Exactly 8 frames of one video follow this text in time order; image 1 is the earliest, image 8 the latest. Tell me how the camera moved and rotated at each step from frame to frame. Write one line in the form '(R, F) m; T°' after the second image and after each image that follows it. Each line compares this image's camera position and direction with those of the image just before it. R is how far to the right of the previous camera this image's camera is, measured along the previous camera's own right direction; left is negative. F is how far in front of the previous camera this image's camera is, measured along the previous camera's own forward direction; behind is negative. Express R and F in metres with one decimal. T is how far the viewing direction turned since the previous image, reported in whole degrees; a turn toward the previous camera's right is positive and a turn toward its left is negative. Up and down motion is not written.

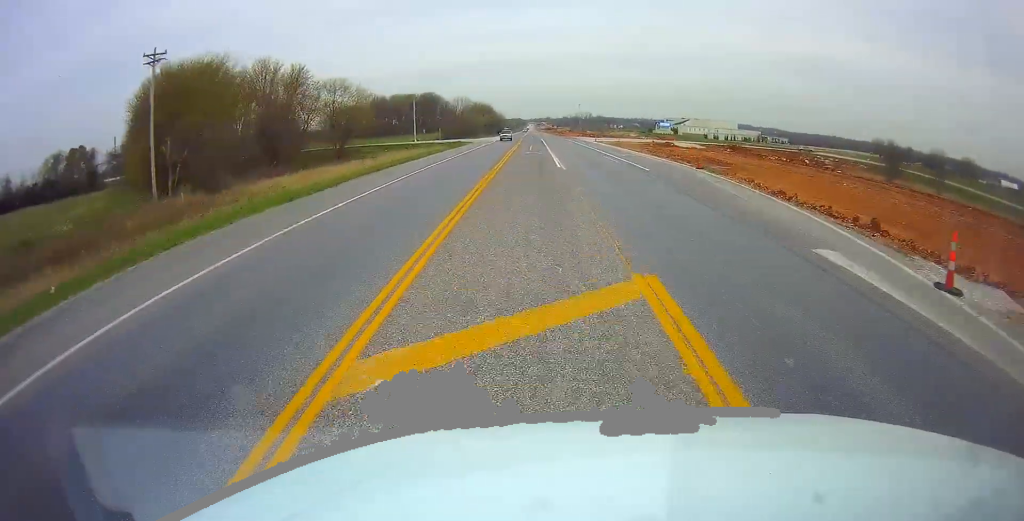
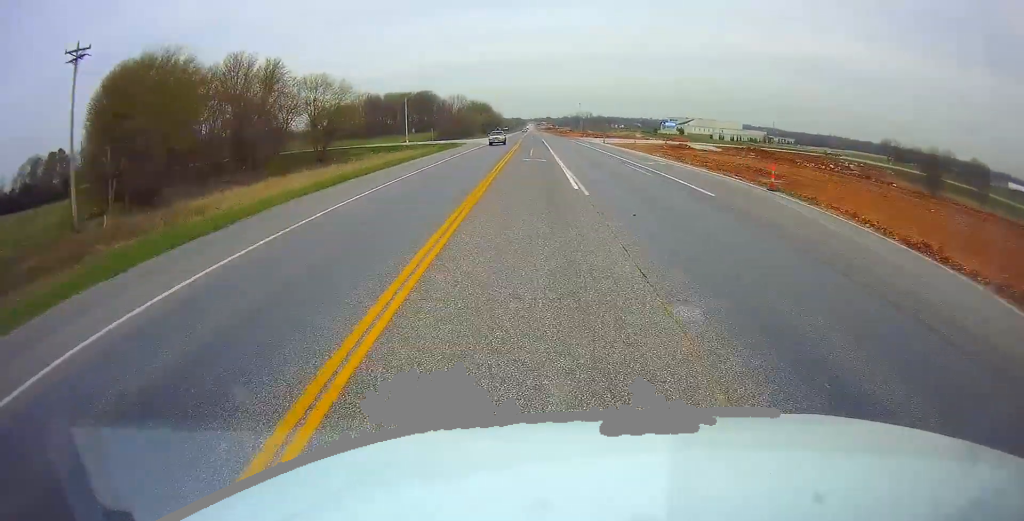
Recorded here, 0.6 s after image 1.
(0.0, +11.5) m; 0°
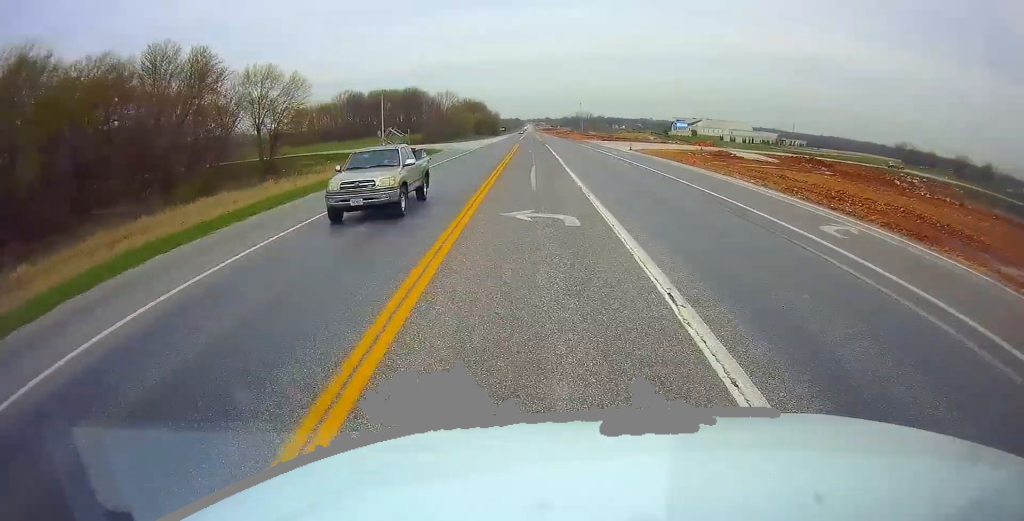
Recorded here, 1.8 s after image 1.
(-0.3, +24.1) m; 0°
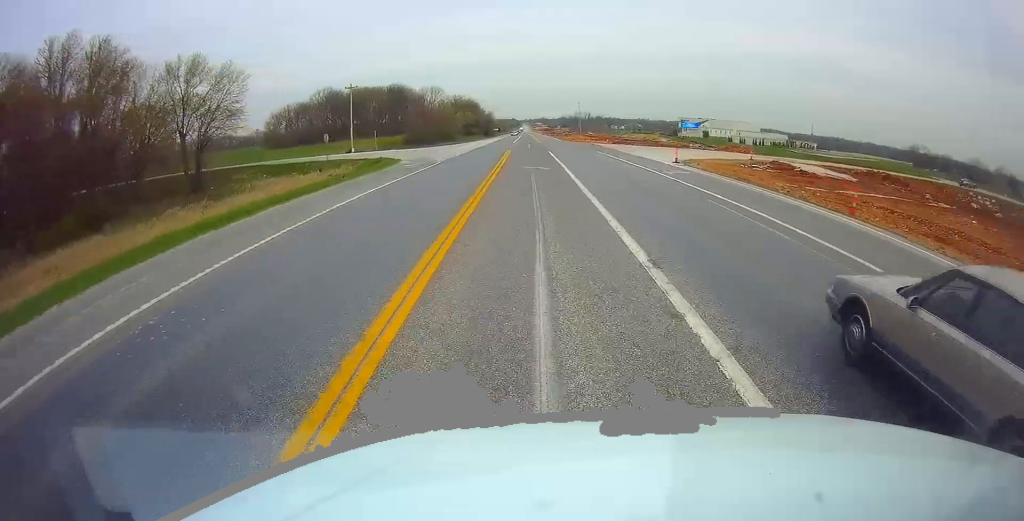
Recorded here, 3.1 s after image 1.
(+0.2, +21.7) m; +1°
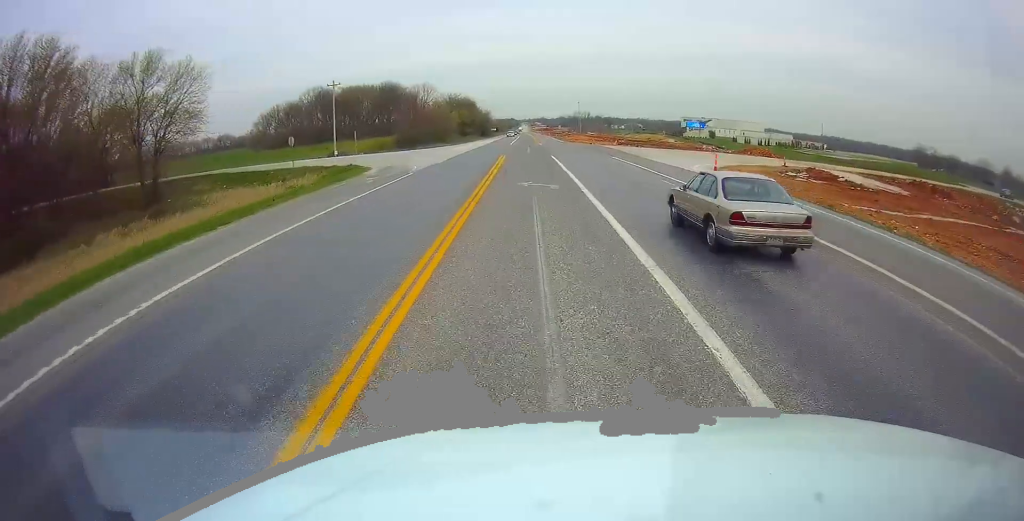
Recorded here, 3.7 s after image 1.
(+0.1, +9.7) m; -1°
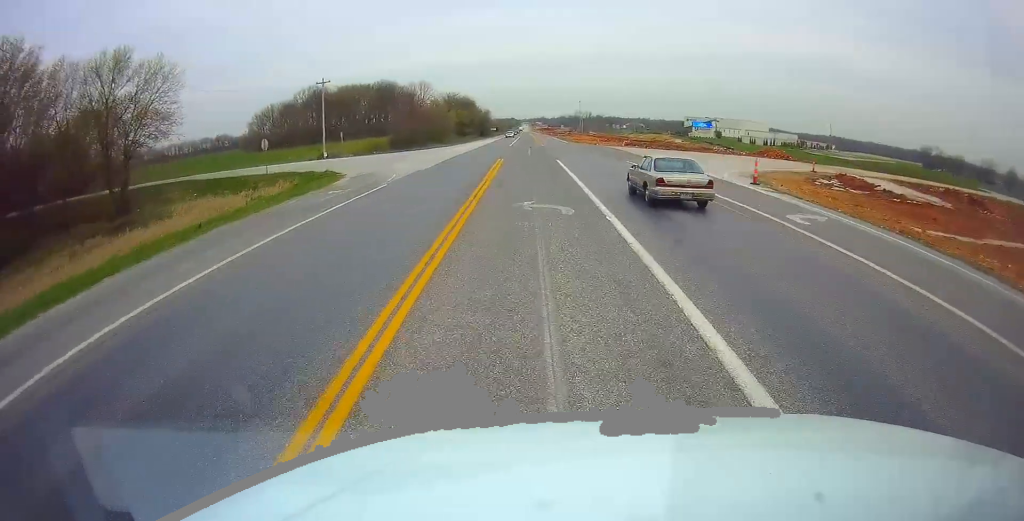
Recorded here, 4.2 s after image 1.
(+0.2, +6.4) m; -1°
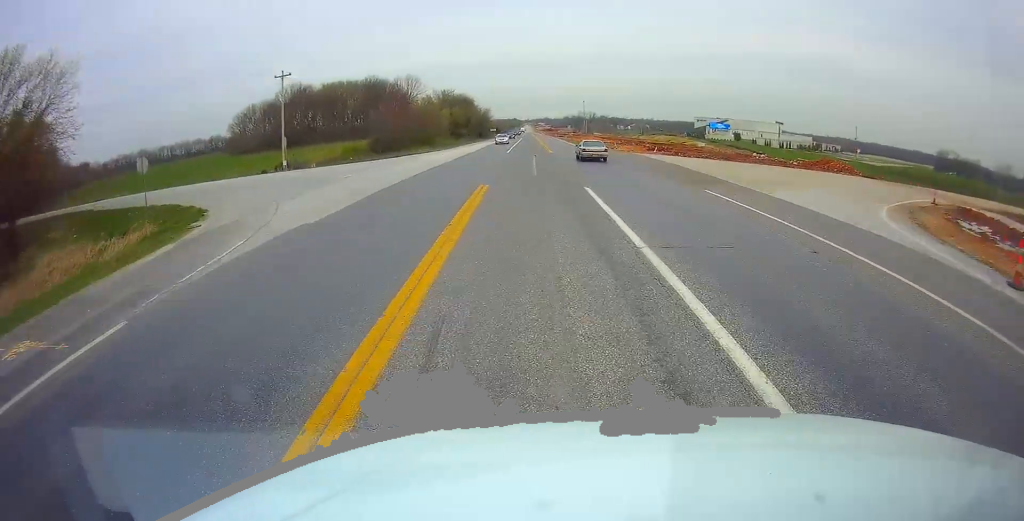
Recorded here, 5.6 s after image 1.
(-0.5, +18.0) m; 0°
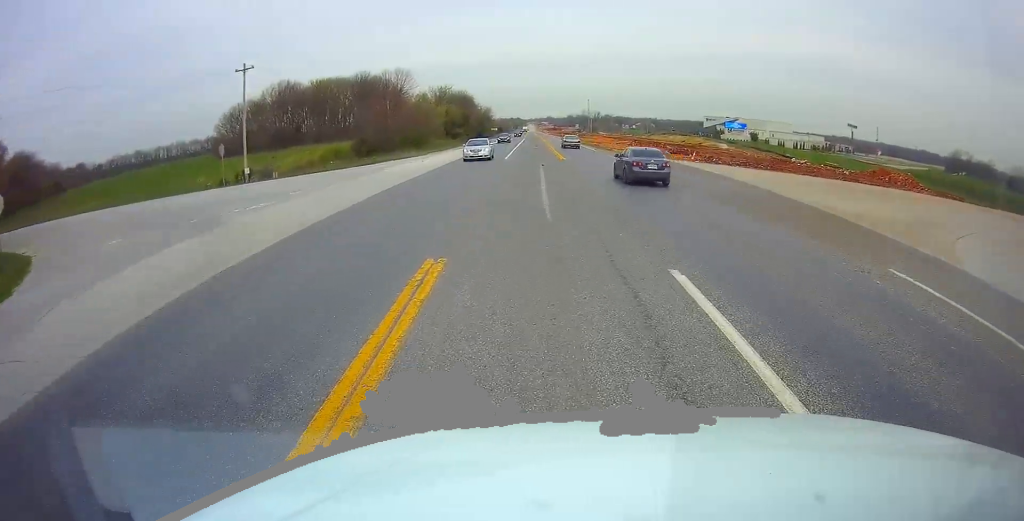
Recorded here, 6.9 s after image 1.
(+0.5, +12.9) m; 0°
